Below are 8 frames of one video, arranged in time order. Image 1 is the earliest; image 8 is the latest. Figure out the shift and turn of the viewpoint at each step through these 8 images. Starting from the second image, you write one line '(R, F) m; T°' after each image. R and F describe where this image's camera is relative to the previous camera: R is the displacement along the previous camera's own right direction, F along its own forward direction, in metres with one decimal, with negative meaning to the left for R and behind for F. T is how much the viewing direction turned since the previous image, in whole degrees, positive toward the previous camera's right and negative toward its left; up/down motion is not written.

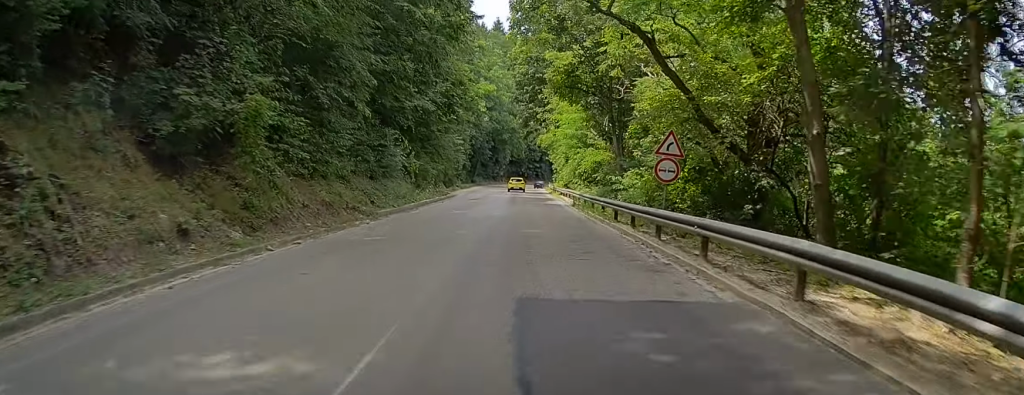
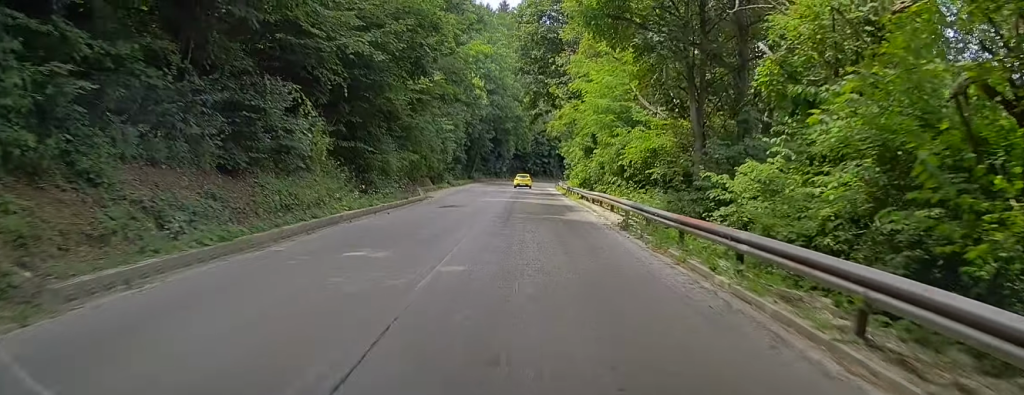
(+0.4, +16.6) m; +2°
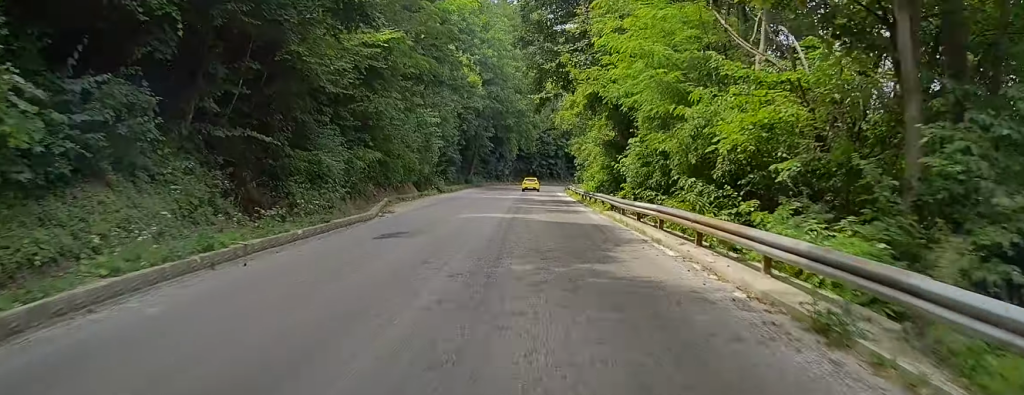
(0.0, +12.7) m; 0°
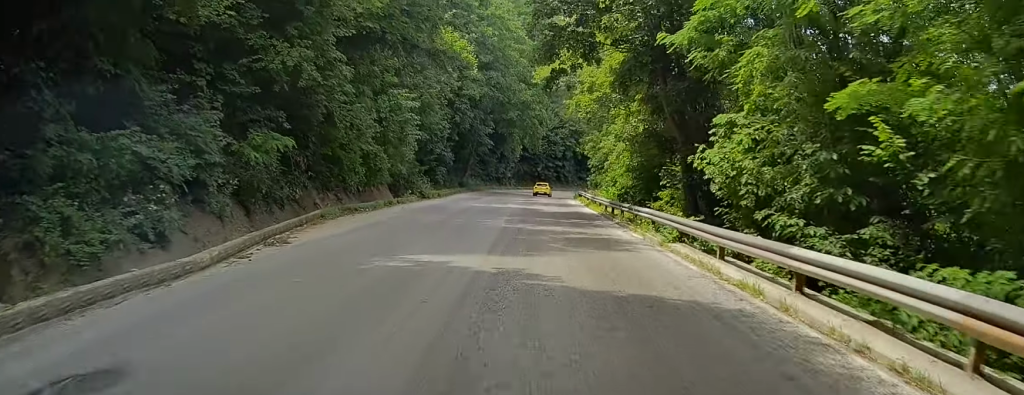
(+0.1, +12.4) m; 0°
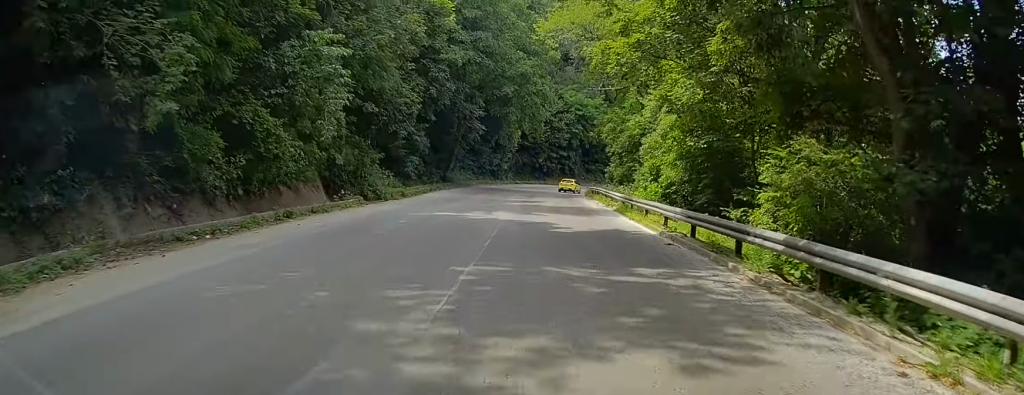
(-0.3, +15.0) m; -1°
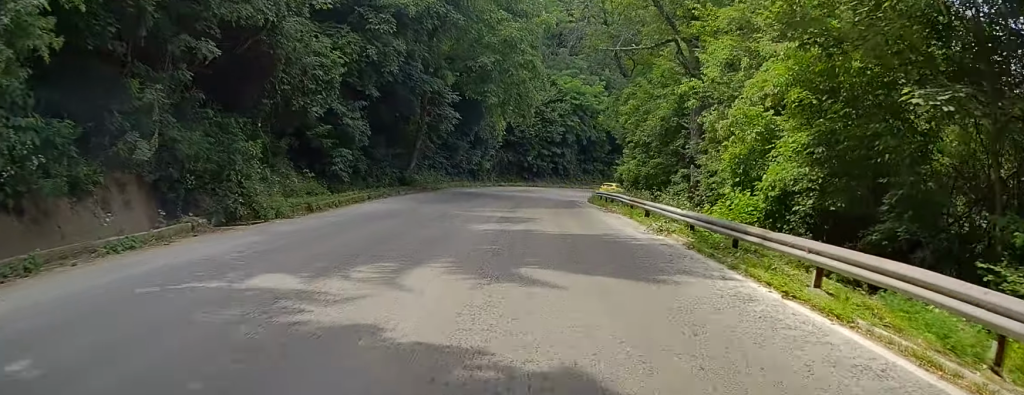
(0.0, +14.6) m; +1°
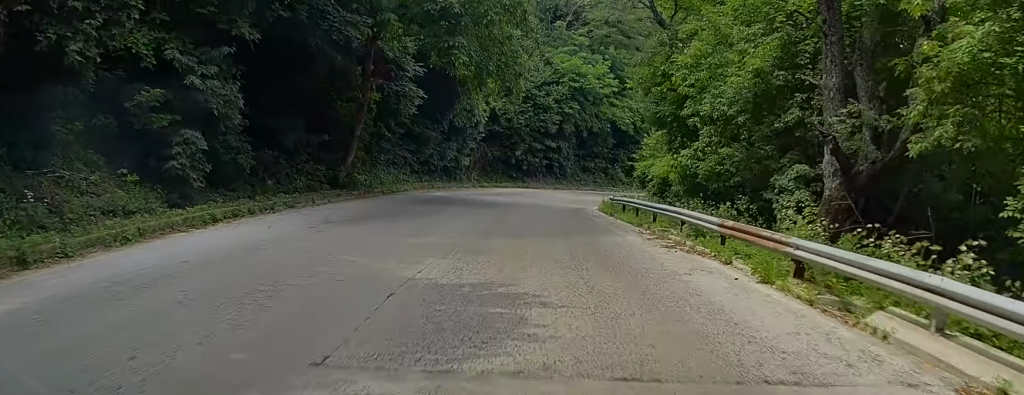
(+0.2, +13.7) m; +1°
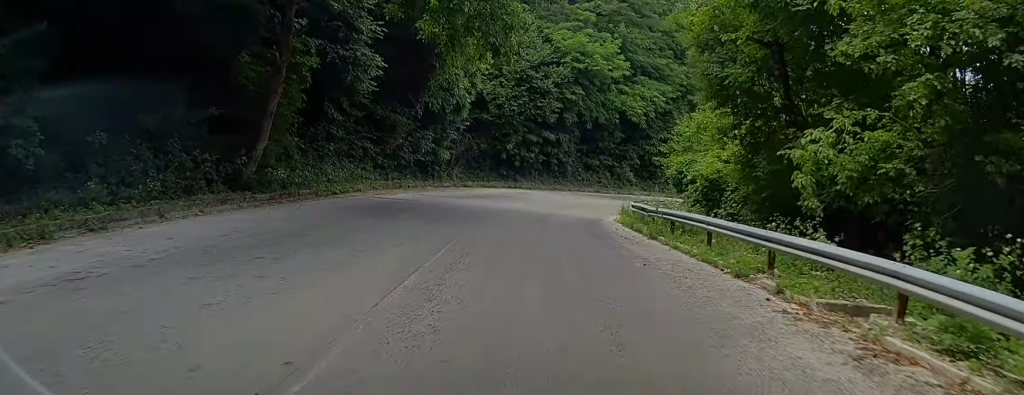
(+0.1, +10.1) m; +2°
